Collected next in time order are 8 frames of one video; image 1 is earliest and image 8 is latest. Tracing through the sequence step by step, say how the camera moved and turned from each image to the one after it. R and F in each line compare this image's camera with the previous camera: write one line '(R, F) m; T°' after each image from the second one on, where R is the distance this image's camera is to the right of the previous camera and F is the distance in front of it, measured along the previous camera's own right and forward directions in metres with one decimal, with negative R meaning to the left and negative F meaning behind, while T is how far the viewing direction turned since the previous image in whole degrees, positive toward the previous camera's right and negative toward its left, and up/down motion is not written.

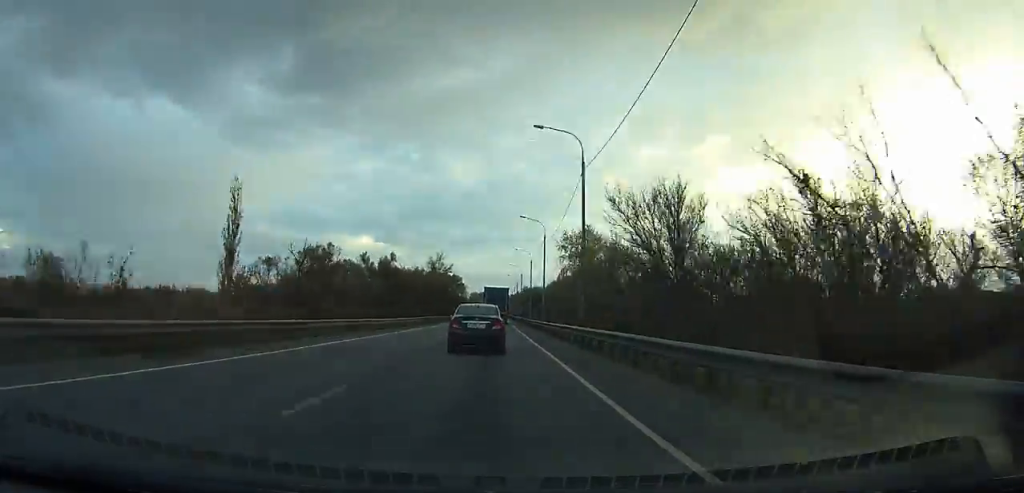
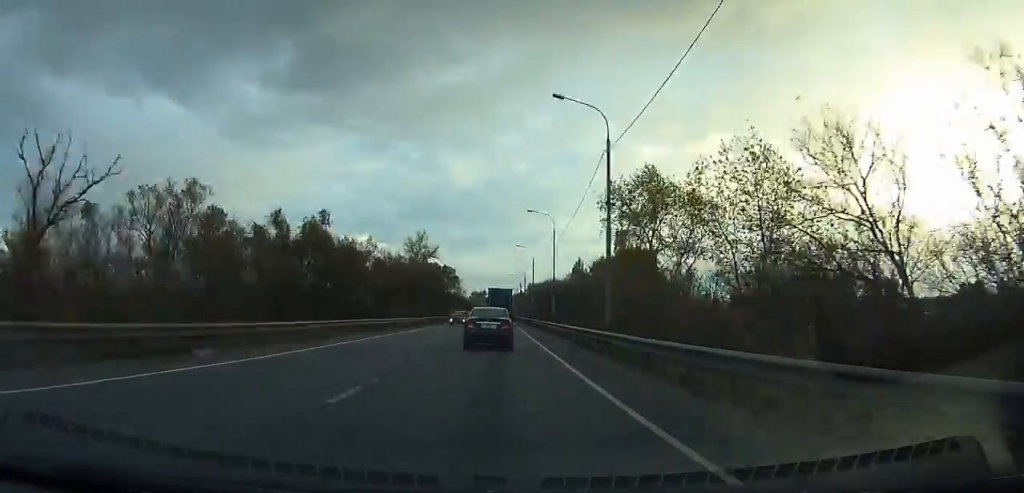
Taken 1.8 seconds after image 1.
(-0.1, +34.0) m; 0°
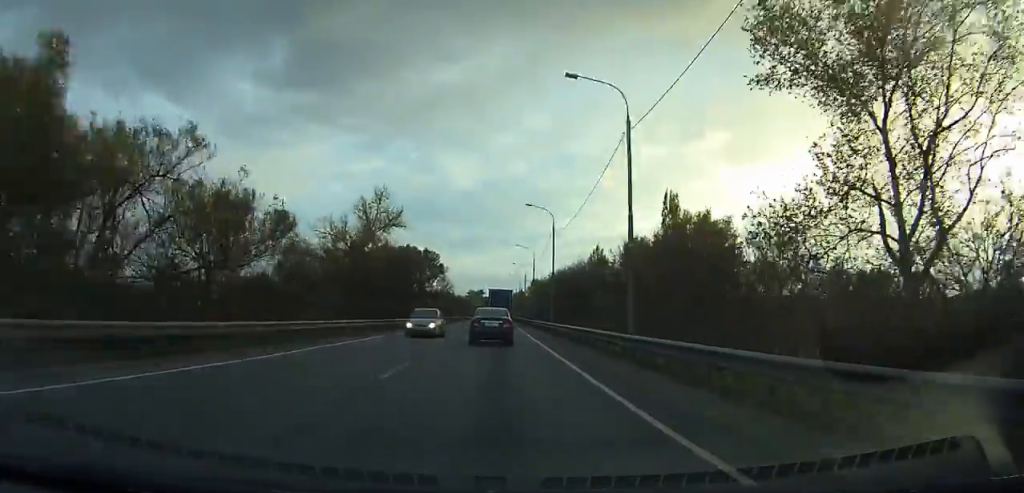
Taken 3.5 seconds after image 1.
(-0.1, +32.2) m; 0°
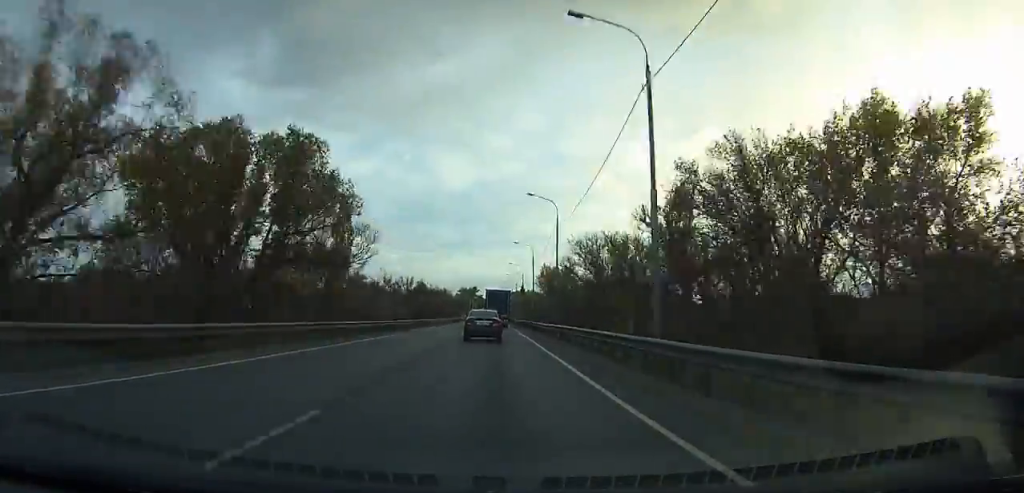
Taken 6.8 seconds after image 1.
(+0.9, +66.1) m; +2°
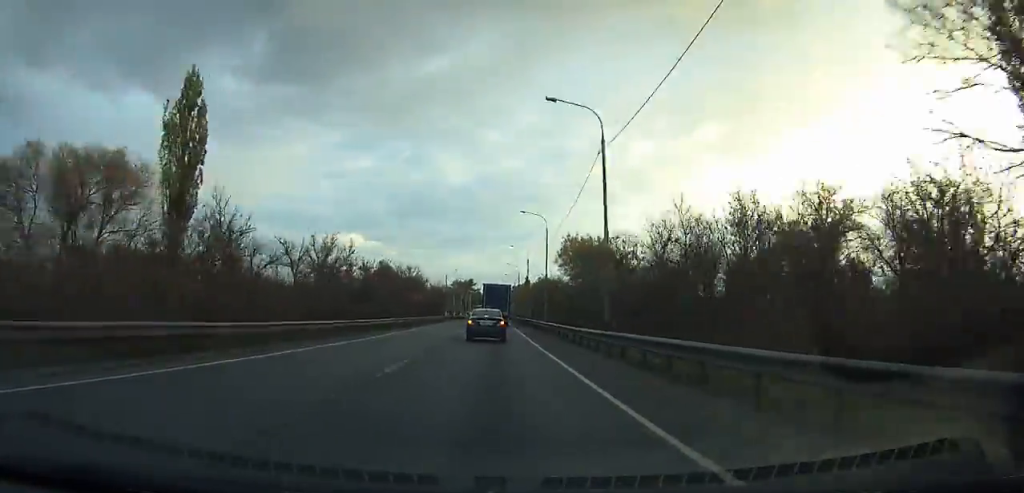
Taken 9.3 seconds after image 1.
(+2.2, +51.8) m; -3°
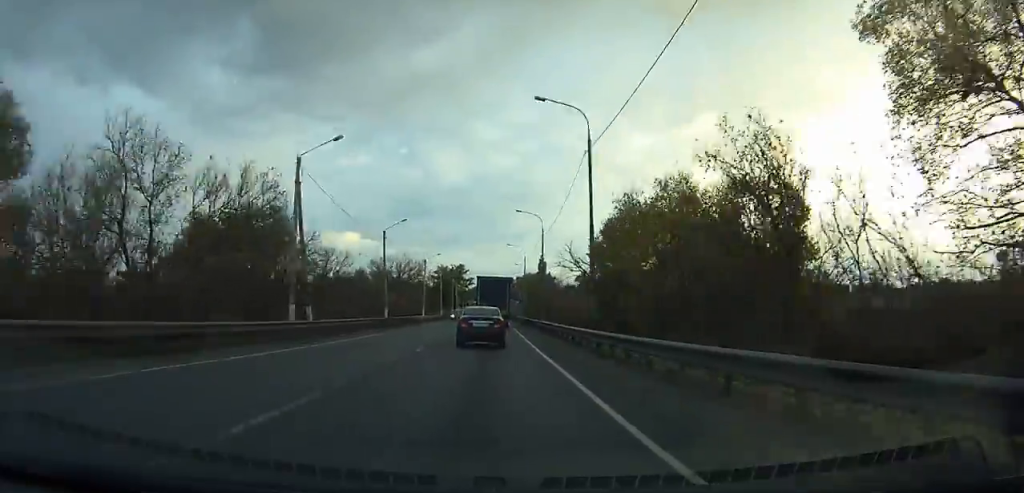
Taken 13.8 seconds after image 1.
(-5.1, +88.4) m; -1°
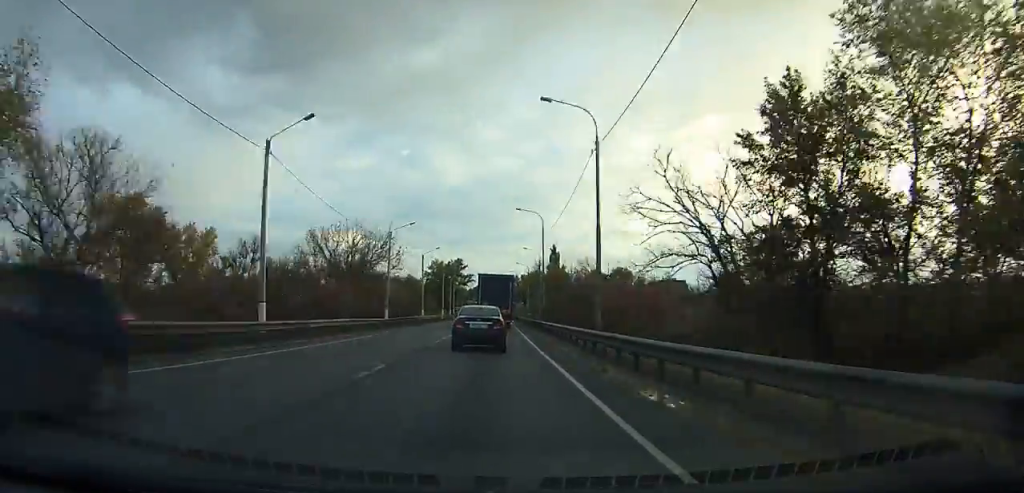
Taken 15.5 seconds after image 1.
(+0.9, +32.8) m; +1°
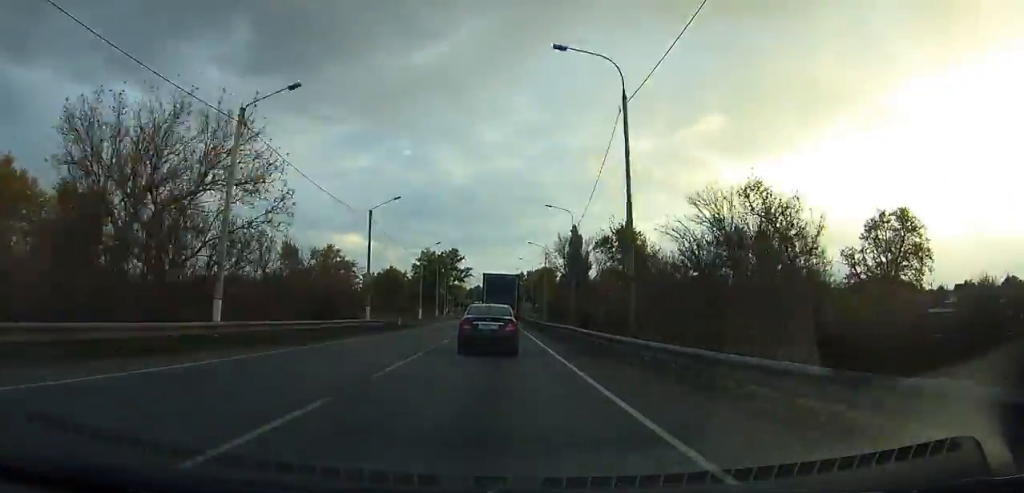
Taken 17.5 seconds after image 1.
(-0.2, +36.2) m; 0°
